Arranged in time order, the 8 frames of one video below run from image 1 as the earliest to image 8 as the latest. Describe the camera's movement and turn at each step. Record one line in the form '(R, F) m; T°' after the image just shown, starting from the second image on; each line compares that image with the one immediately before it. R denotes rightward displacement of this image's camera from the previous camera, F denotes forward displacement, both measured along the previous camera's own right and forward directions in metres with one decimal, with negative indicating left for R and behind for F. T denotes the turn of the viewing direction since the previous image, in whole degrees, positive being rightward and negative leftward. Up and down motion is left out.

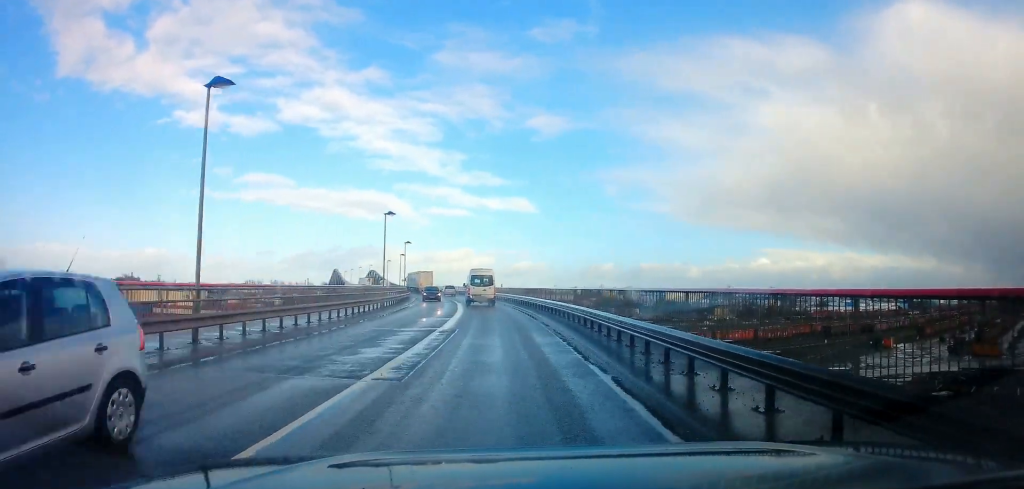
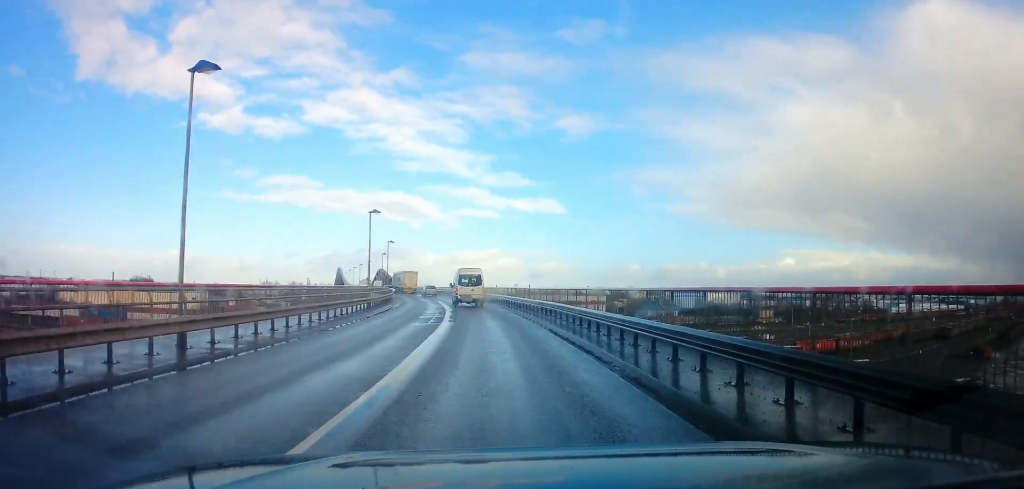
(-1.3, +26.1) m; -4°
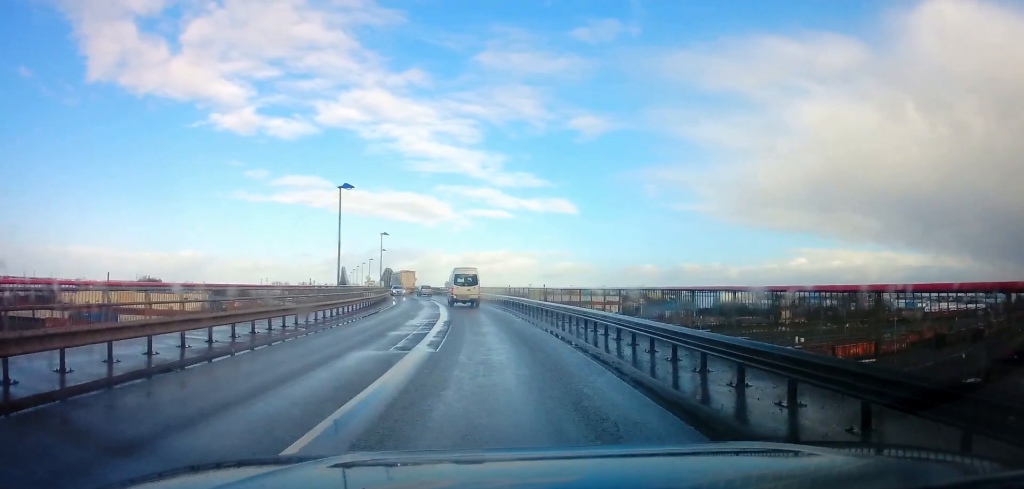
(-0.1, +9.4) m; -1°
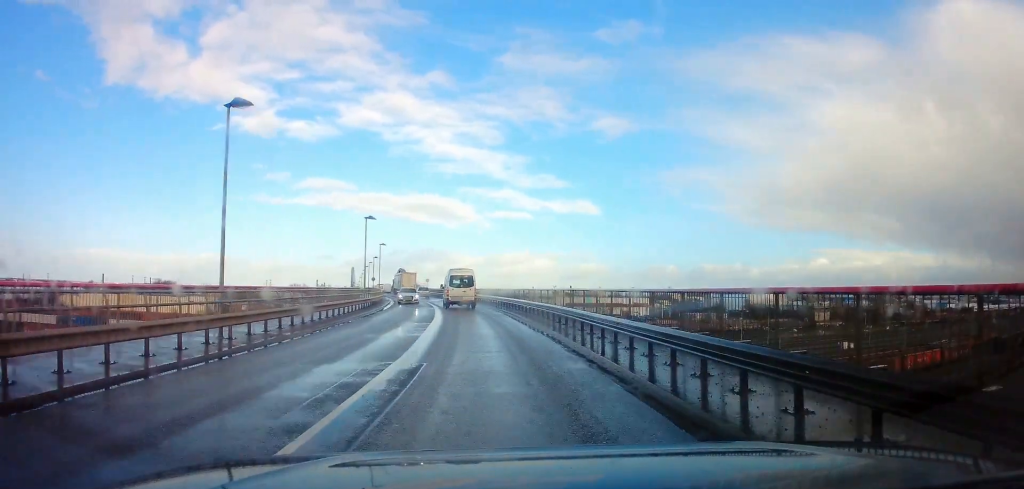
(0.0, +13.4) m; -2°
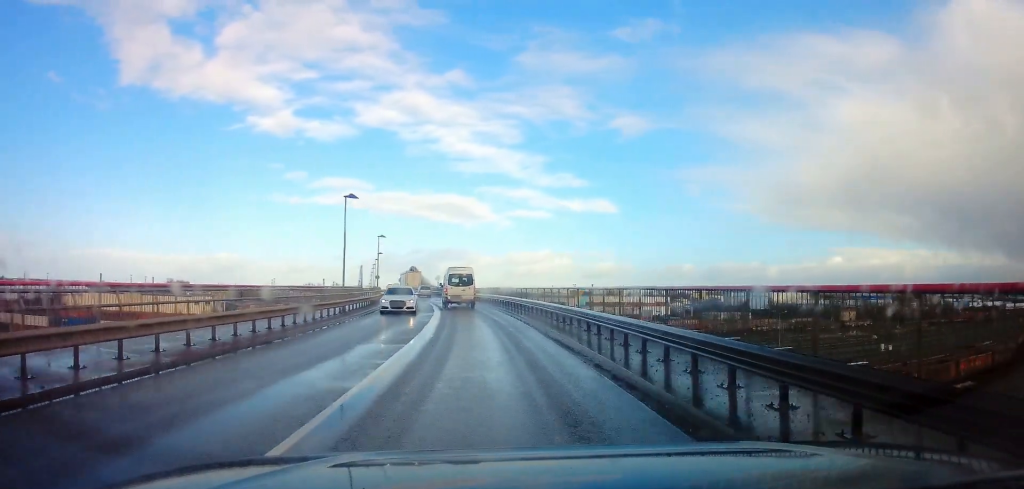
(-0.3, +8.9) m; -3°
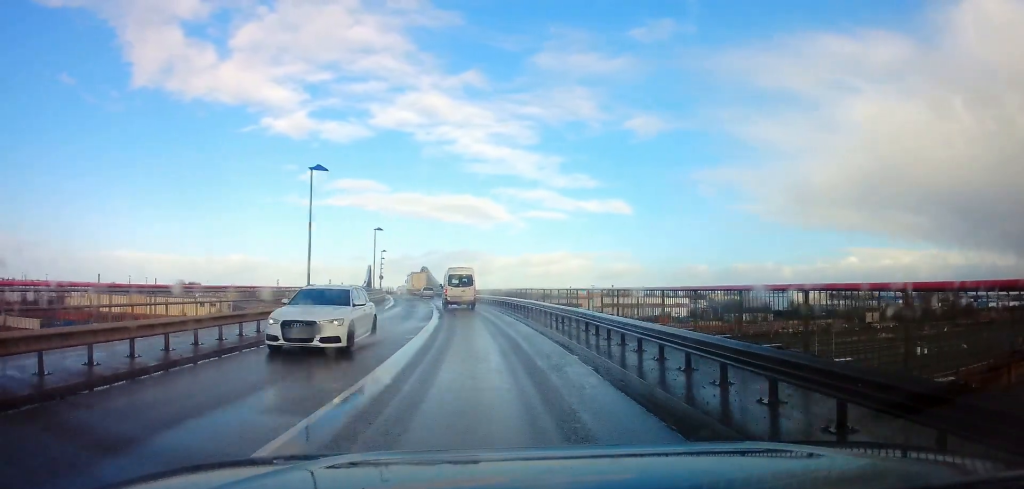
(0.0, +7.6) m; -2°
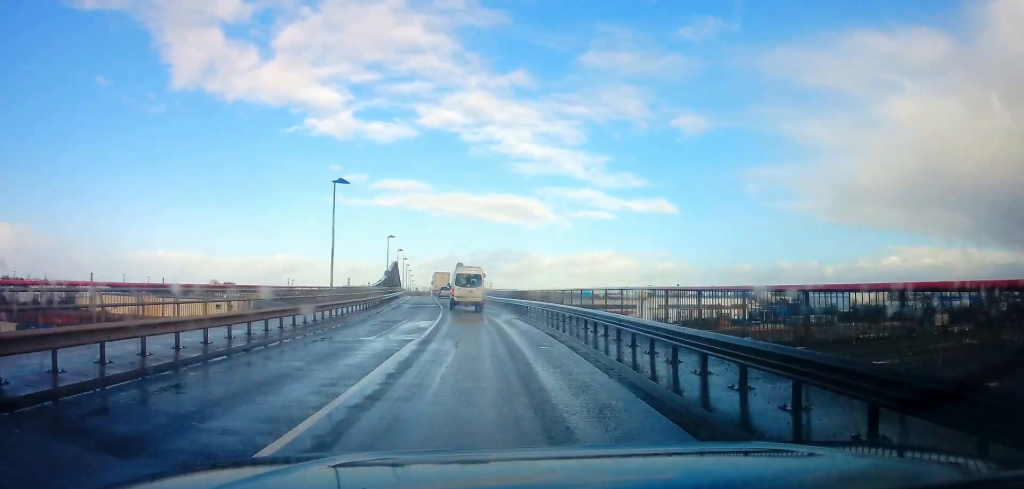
(-1.1, +21.4) m; -4°
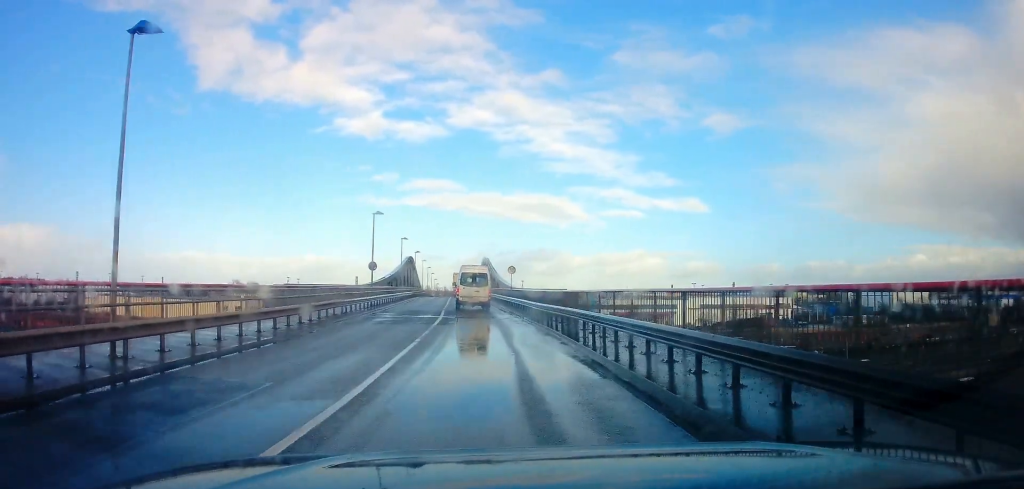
(-0.4, +16.8) m; -3°
